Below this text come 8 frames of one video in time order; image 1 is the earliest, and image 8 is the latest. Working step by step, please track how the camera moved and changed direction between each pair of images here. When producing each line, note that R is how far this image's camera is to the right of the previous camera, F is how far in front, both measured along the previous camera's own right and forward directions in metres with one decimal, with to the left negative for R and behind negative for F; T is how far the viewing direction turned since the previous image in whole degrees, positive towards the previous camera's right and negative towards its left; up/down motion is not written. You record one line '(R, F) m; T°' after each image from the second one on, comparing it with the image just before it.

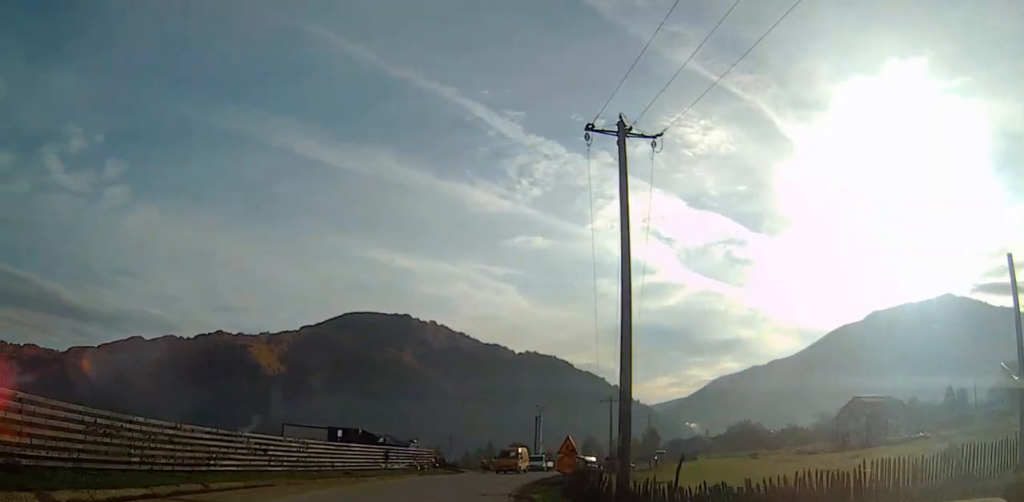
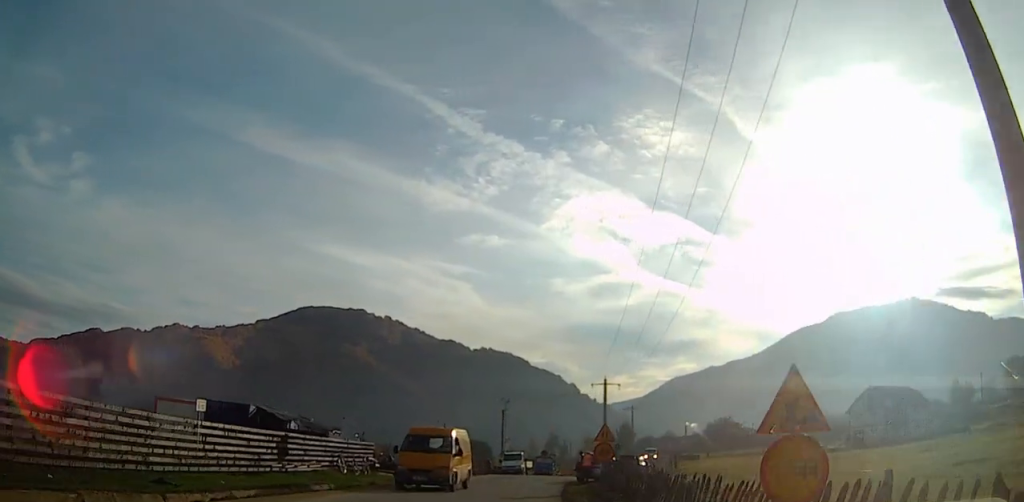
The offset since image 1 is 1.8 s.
(0.0, +20.6) m; 0°
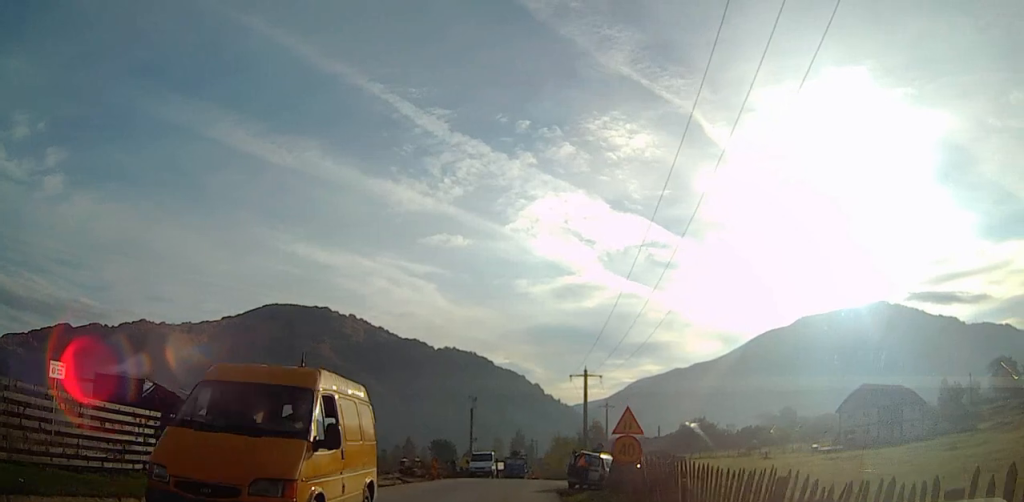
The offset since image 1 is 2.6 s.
(0.0, +9.0) m; 0°
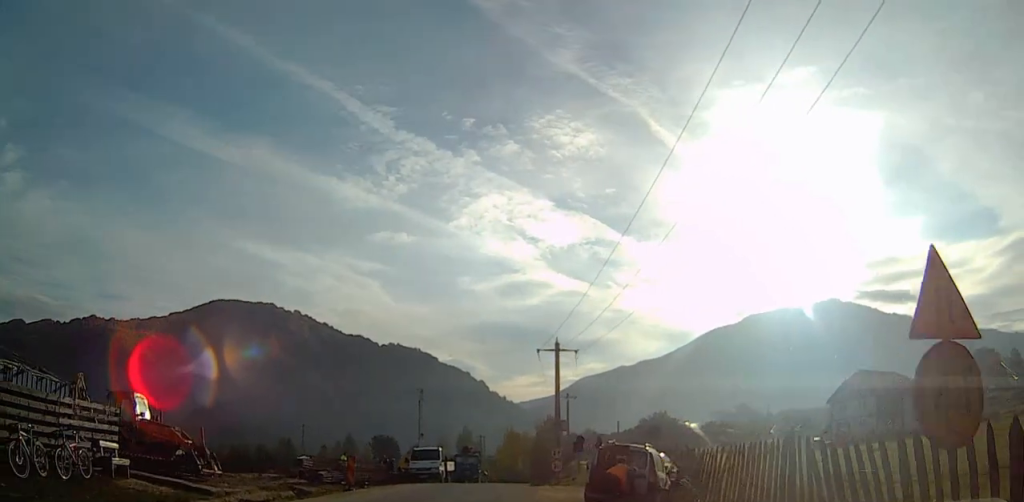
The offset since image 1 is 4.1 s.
(+0.2, +14.4) m; +5°
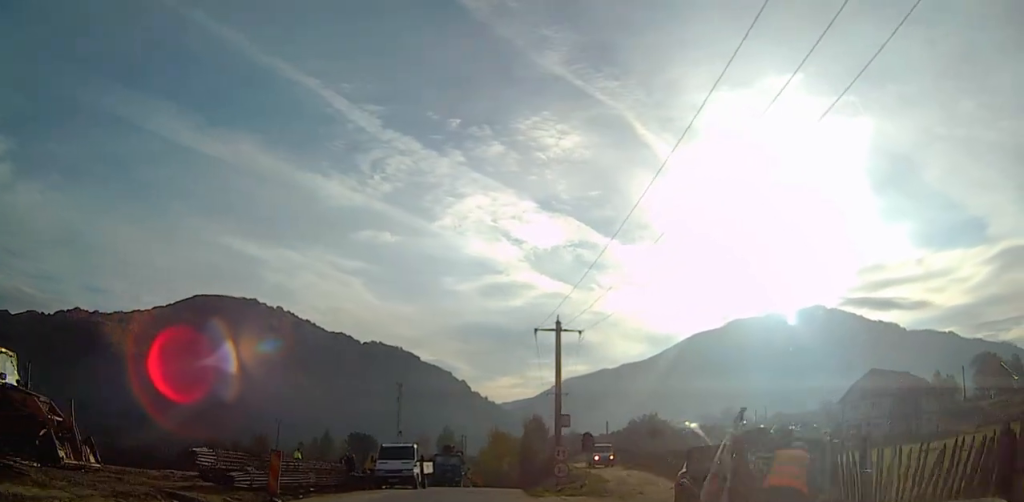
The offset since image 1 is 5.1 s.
(+0.5, +8.7) m; +4°
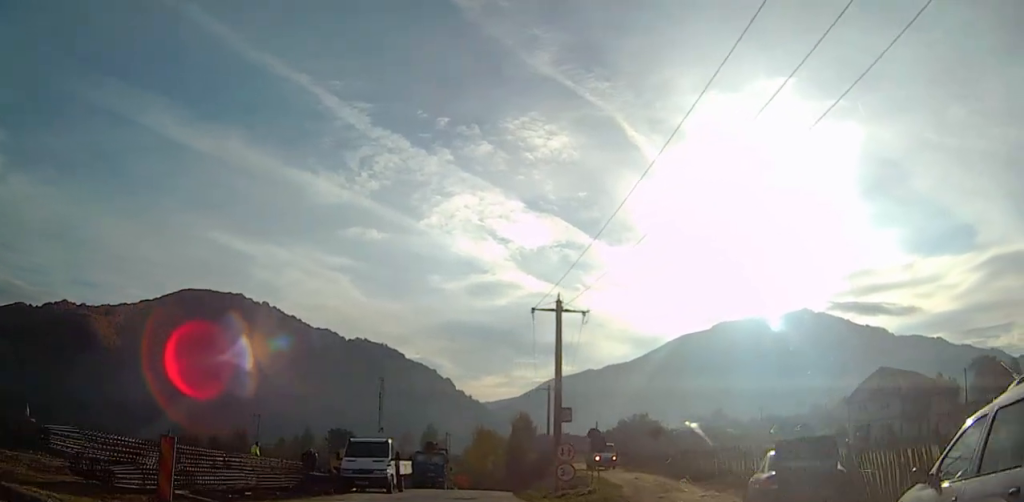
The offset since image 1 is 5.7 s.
(+0.6, +5.9) m; 0°
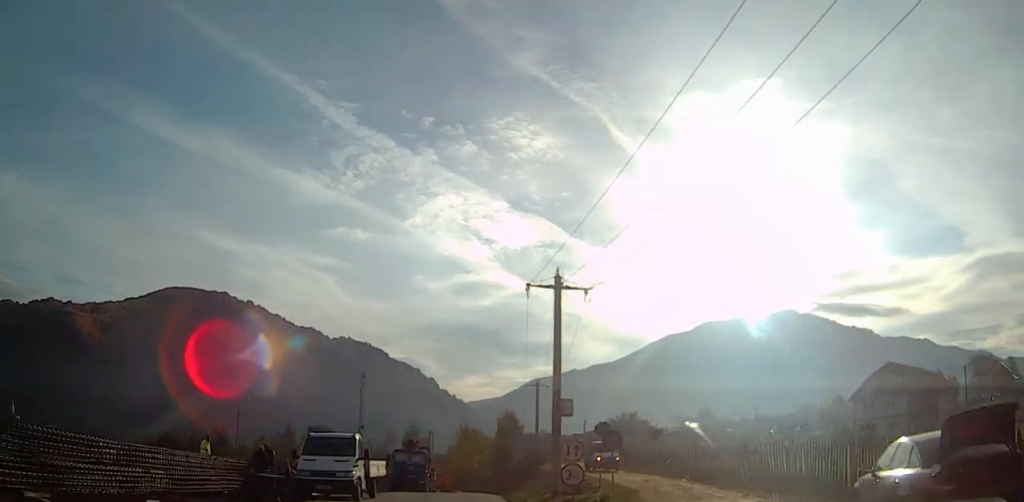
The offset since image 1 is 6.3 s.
(-0.7, +5.1) m; +1°
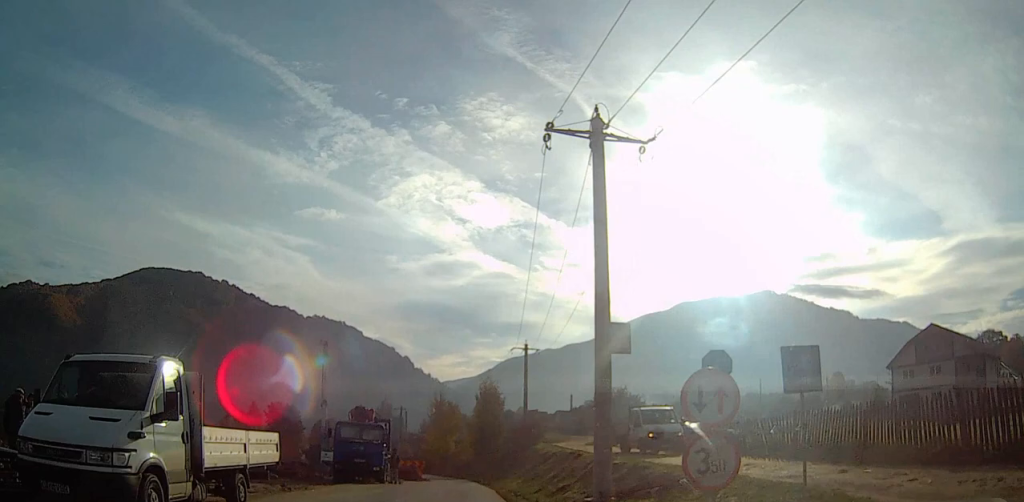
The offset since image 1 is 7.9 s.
(+1.4, +13.8) m; +10°
